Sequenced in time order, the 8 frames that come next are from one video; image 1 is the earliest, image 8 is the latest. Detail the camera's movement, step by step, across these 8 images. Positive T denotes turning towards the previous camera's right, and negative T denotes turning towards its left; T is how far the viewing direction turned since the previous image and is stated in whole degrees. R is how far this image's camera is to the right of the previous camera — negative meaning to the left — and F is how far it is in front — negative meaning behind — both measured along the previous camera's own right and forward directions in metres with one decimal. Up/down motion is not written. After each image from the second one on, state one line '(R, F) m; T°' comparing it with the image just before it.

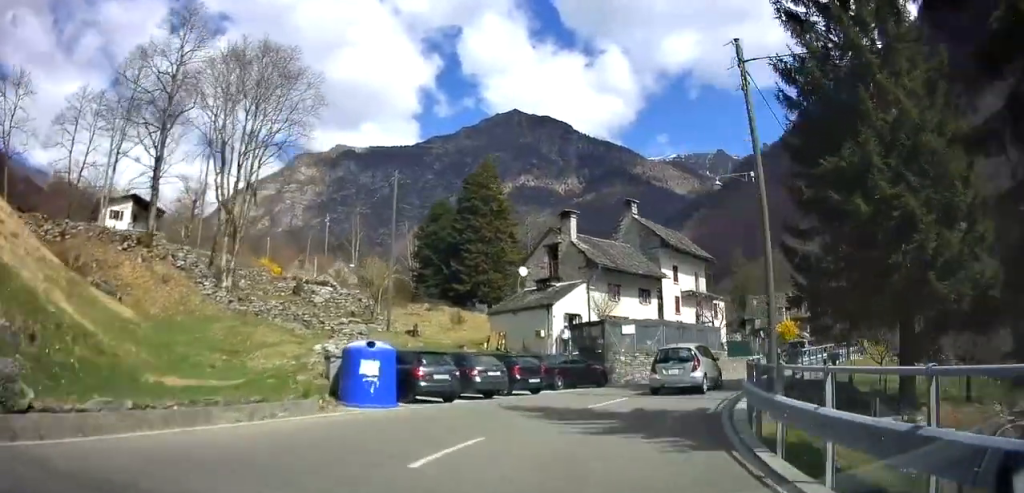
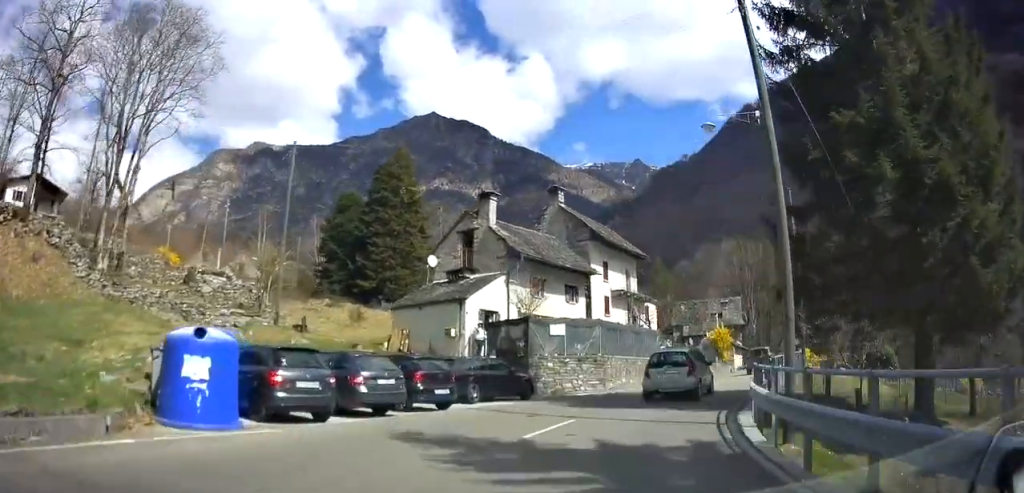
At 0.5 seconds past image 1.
(0.0, +5.7) m; +7°
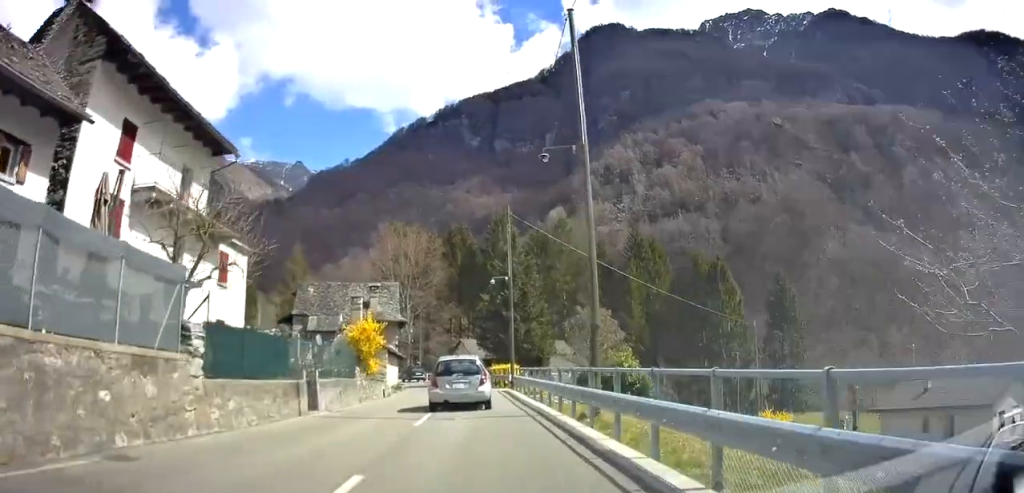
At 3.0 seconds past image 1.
(+6.3, +24.4) m; +30°
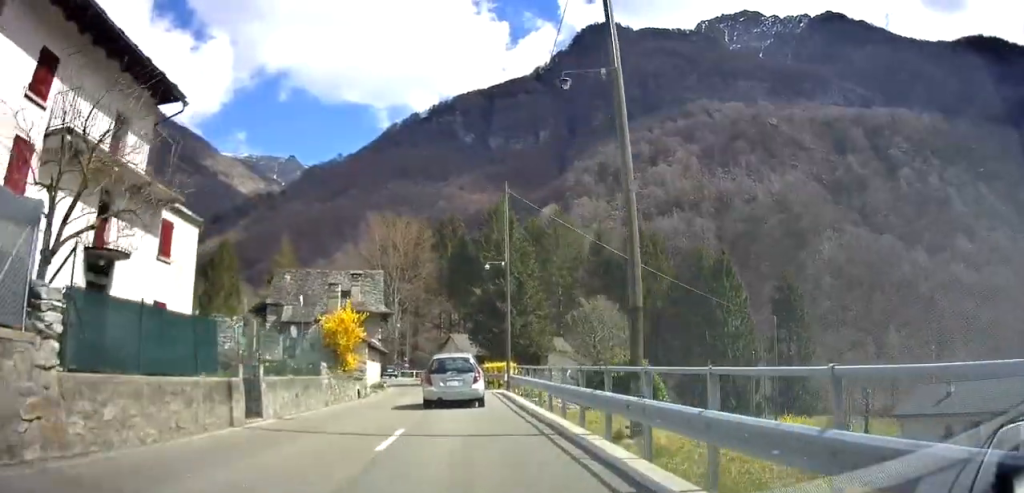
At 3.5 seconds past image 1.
(+0.4, +4.7) m; +8°
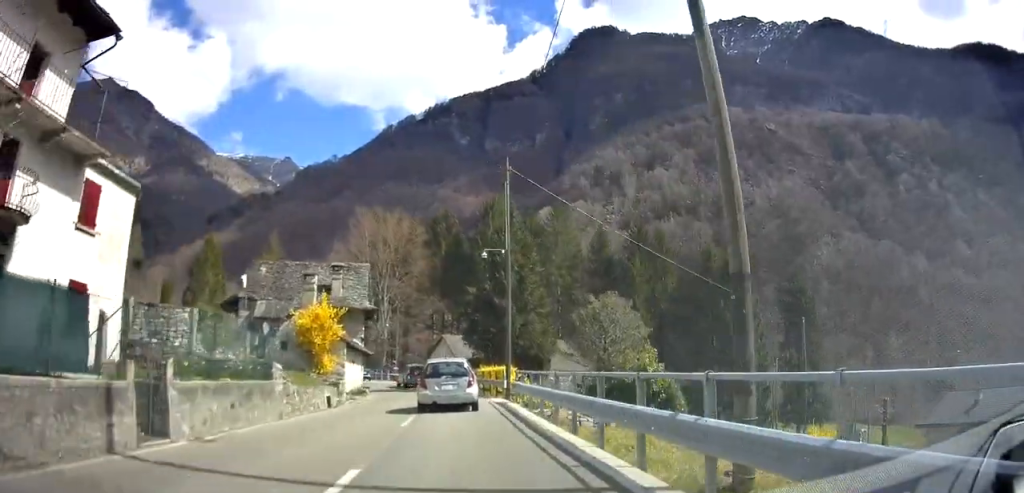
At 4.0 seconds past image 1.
(+0.3, +4.2) m; +3°
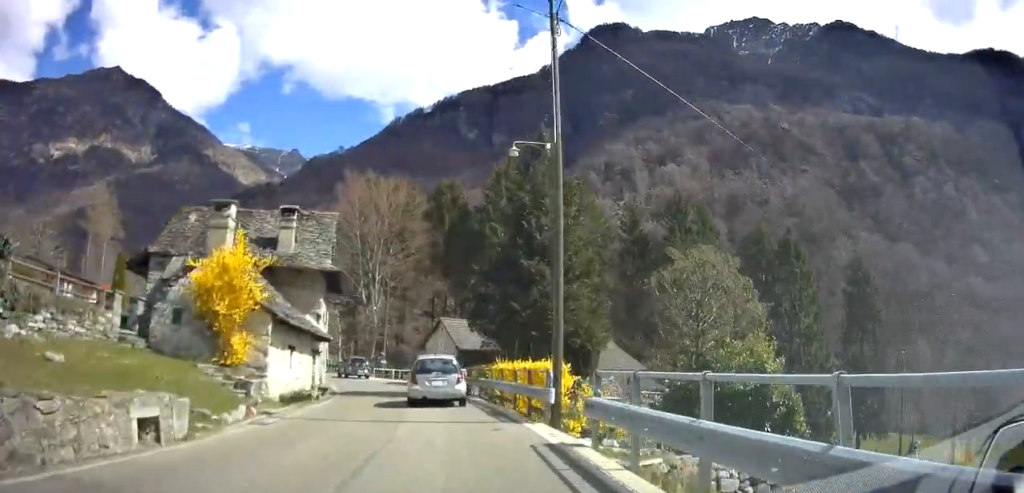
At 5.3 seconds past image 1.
(+0.1, +12.1) m; -3°
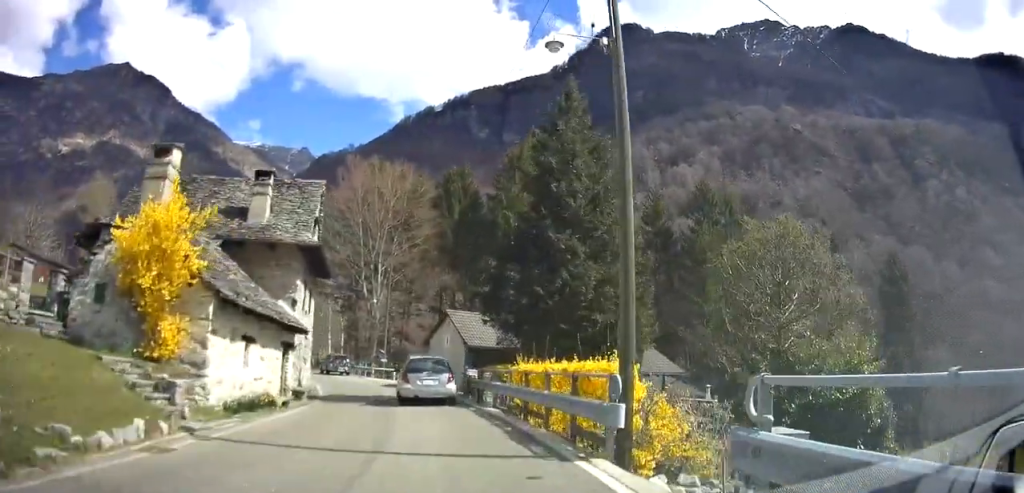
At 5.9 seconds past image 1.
(-0.2, +5.0) m; -2°
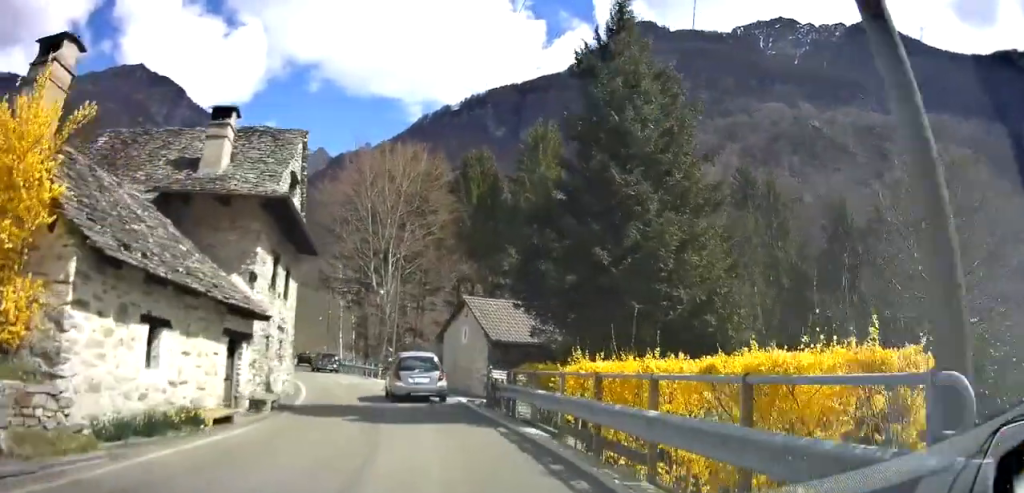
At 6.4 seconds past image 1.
(+0.1, +5.5) m; -2°
